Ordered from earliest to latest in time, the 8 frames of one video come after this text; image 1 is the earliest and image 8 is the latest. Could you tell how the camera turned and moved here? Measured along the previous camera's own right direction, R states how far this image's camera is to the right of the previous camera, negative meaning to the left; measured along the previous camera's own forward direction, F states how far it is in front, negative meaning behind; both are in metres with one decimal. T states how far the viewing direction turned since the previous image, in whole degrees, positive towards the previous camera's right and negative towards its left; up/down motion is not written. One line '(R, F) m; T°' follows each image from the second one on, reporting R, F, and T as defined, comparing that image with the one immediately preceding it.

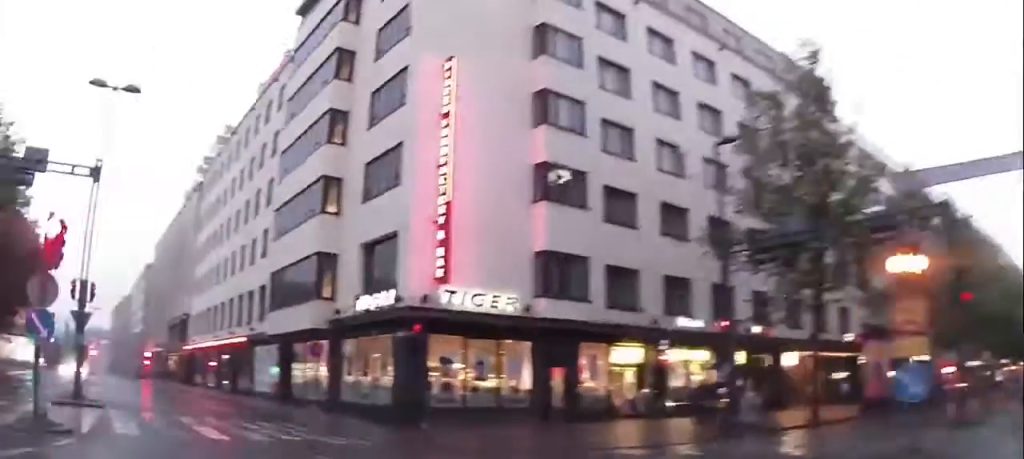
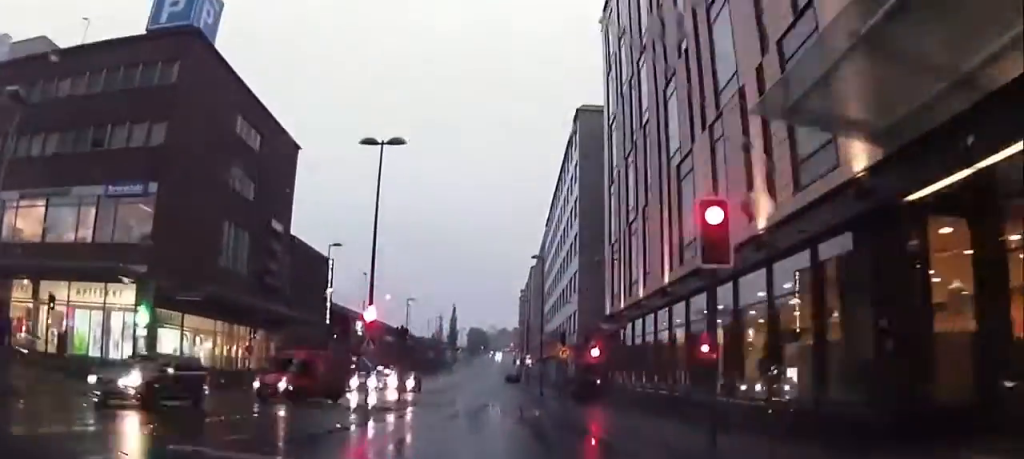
(-10.5, +47.7) m; -15°
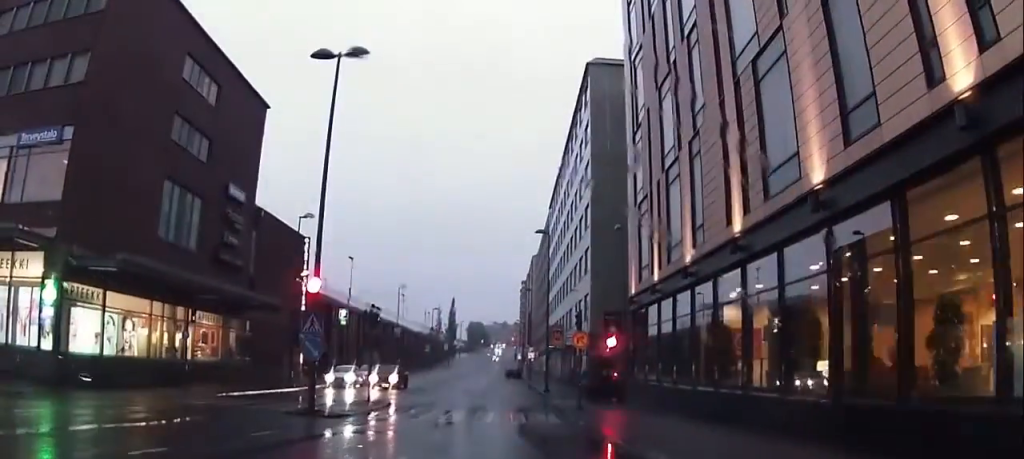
(-0.2, +14.1) m; 0°
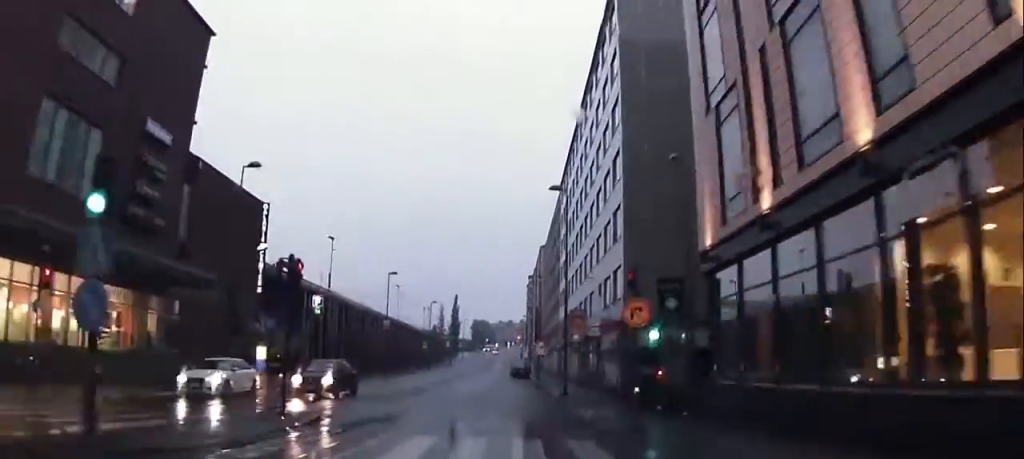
(+1.3, +45.5) m; +1°
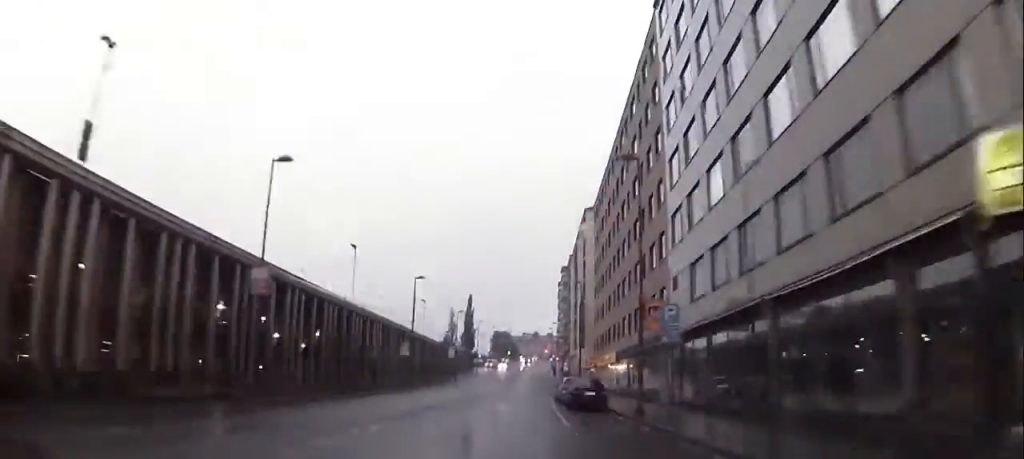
(-0.2, +36.6) m; 0°
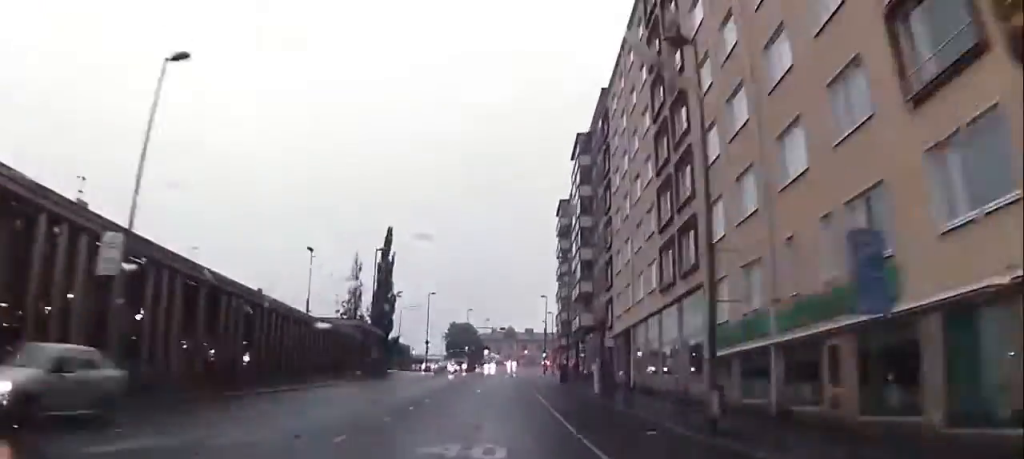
(-0.5, +64.6) m; +1°
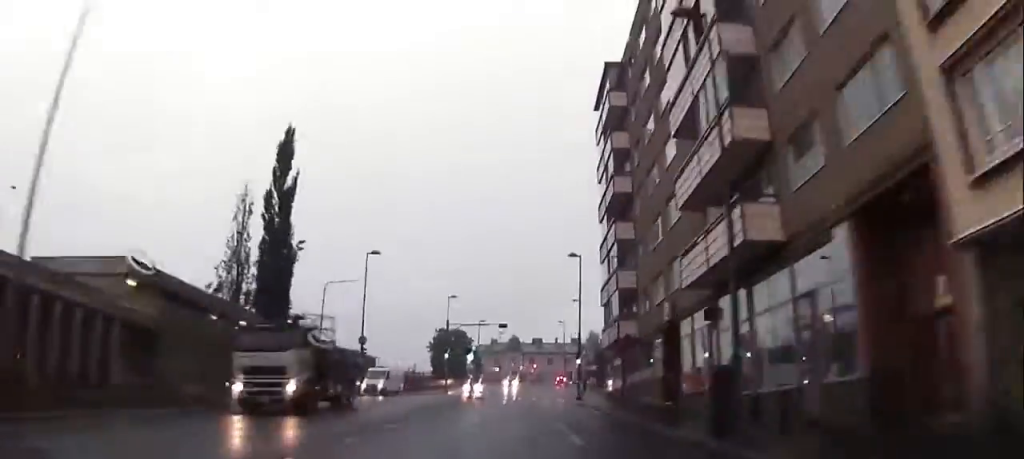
(0.0, +32.2) m; +1°
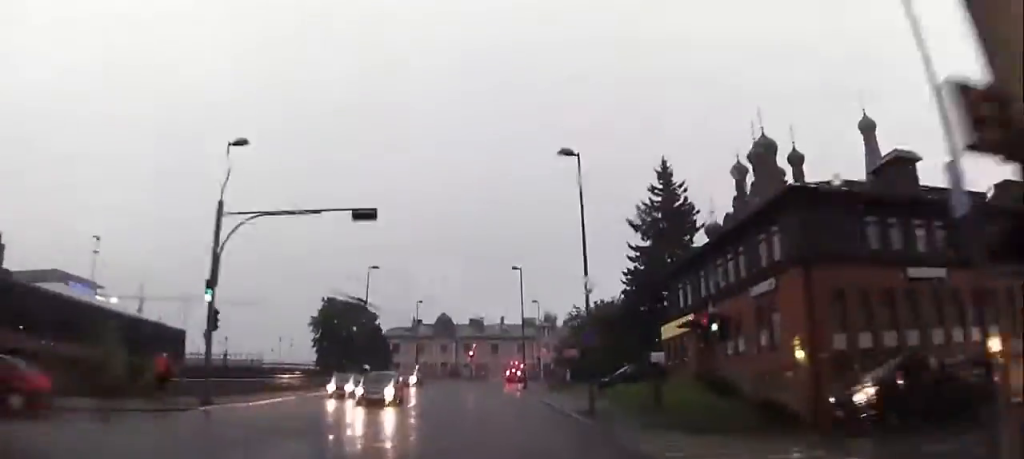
(+1.2, +39.0) m; +2°
